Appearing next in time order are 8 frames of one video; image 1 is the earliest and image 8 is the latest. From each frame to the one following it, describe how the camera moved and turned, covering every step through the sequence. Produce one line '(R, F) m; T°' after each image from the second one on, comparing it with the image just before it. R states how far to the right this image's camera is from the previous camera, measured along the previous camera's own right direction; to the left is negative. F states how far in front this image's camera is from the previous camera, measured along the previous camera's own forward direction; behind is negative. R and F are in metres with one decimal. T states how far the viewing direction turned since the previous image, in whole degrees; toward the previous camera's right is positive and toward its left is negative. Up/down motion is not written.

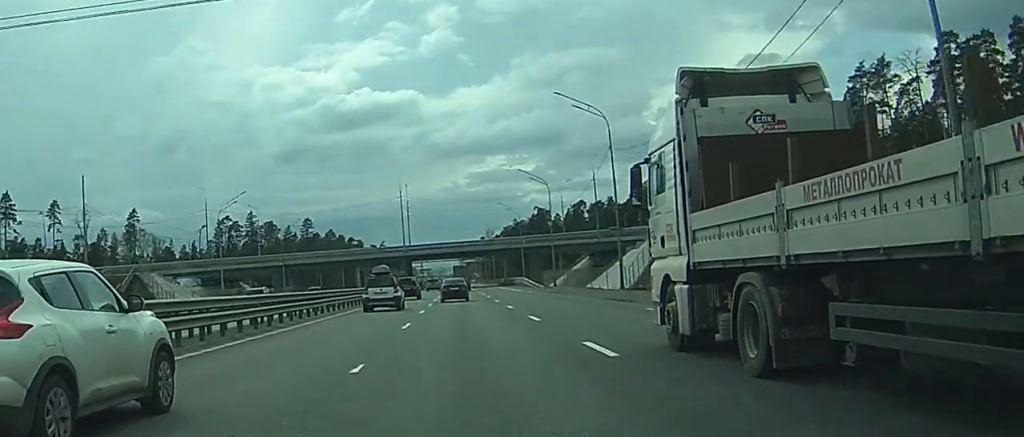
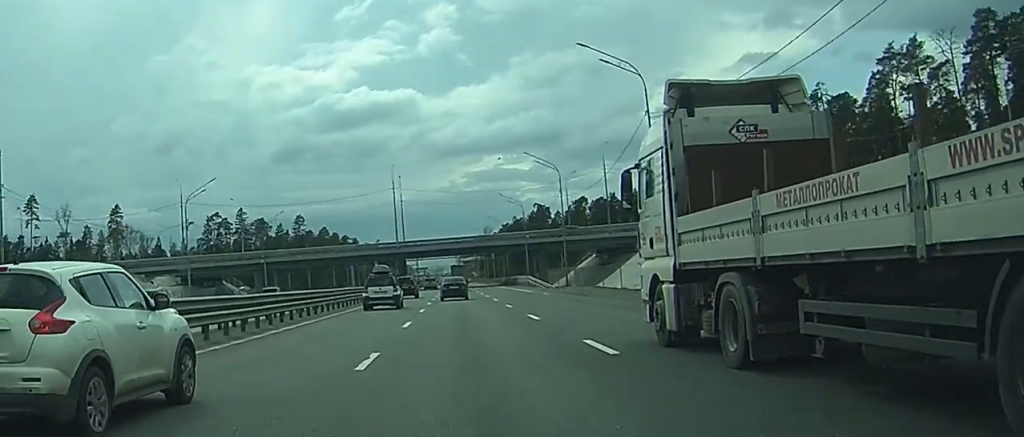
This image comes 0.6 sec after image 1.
(-0.1, +12.3) m; -1°
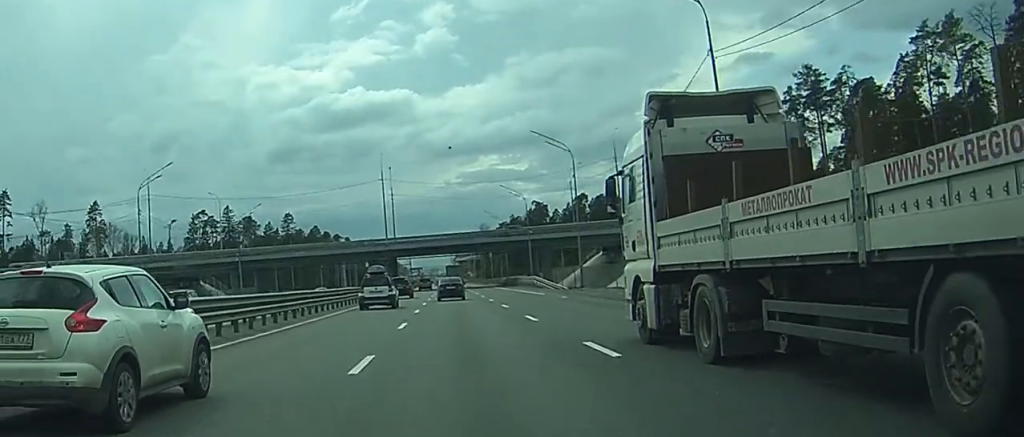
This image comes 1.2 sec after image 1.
(0.0, +13.3) m; 0°
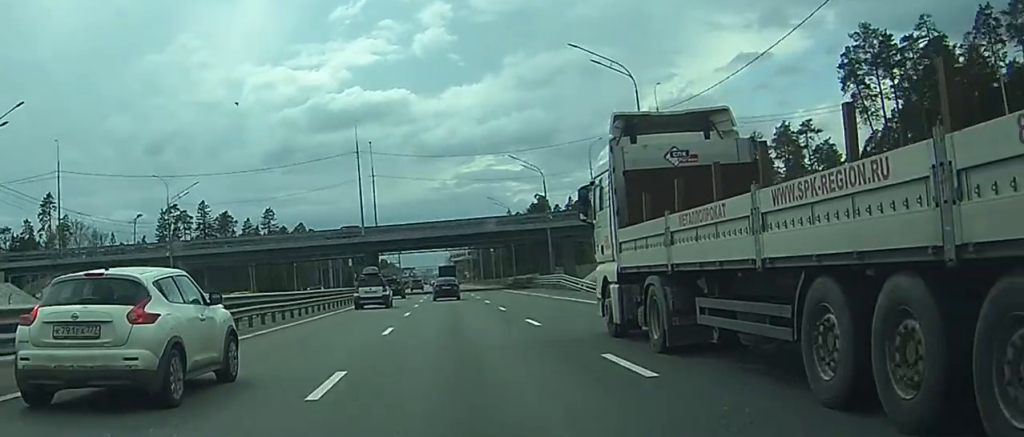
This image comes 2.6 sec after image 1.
(+0.3, +28.9) m; +1°
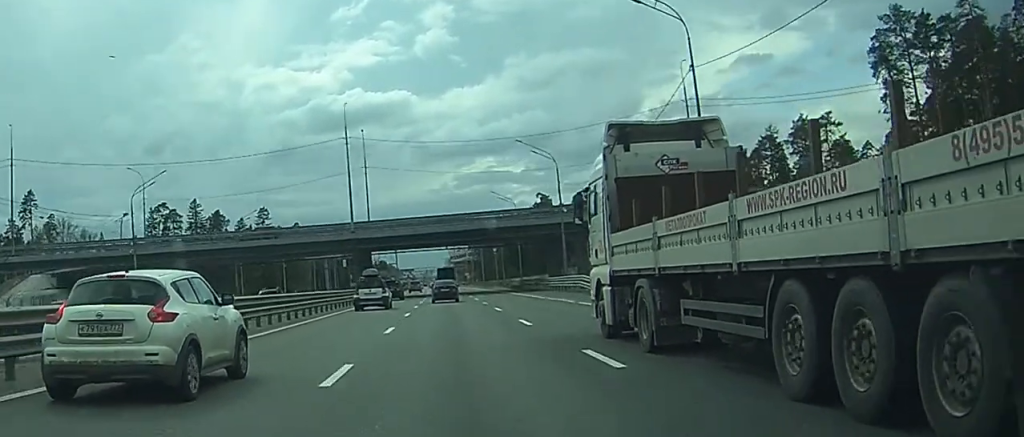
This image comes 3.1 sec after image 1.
(0.0, +11.2) m; 0°
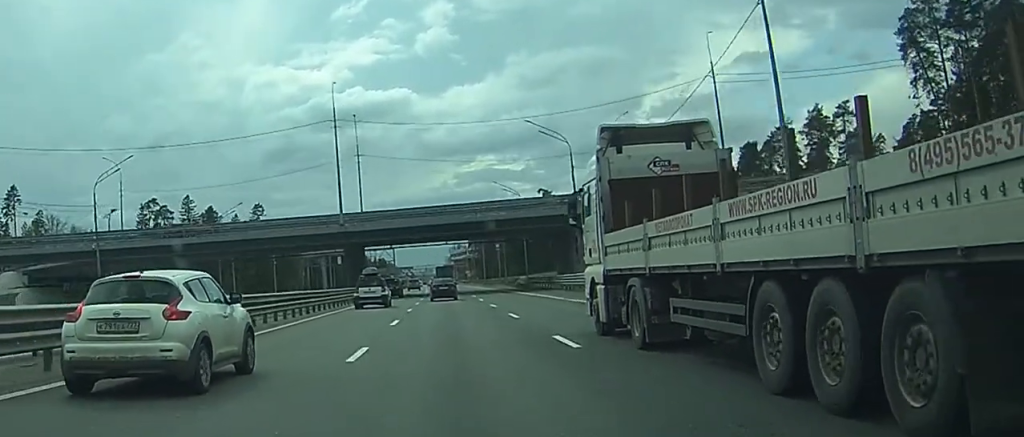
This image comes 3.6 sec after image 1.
(0.0, +9.1) m; 0°
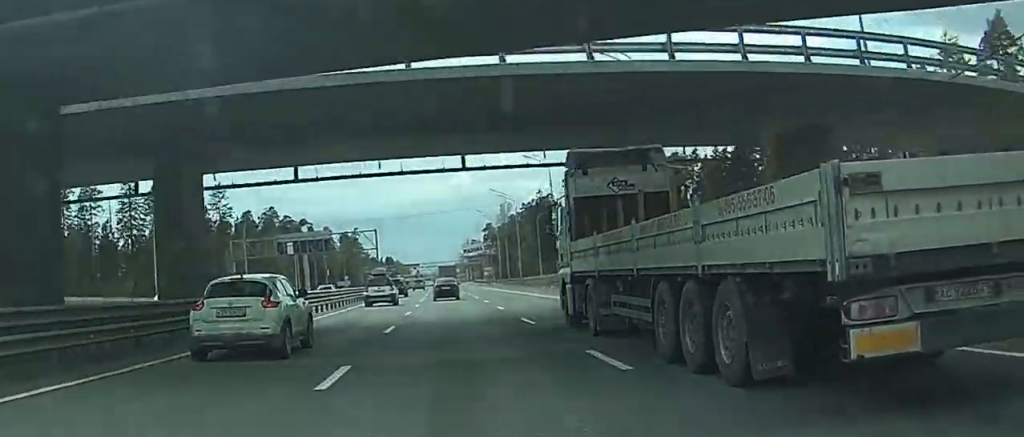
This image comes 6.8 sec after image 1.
(+0.3, +66.9) m; +1°
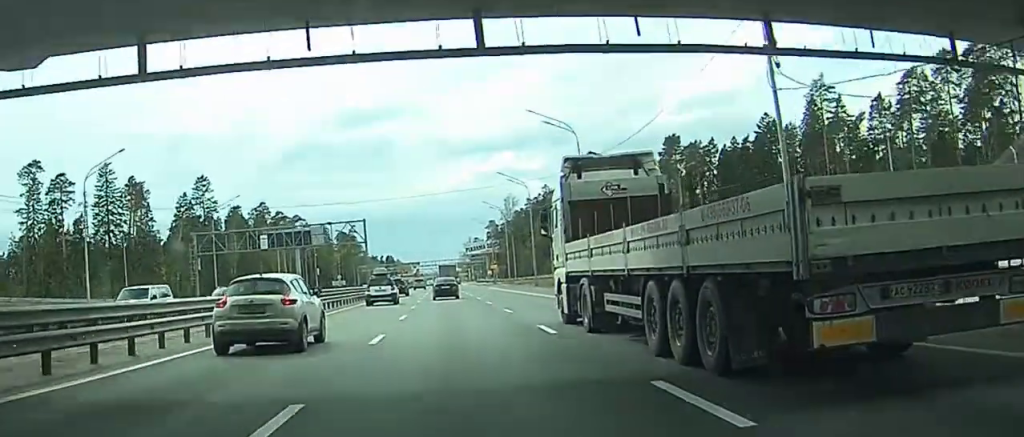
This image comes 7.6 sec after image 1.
(+0.3, +17.1) m; -1°
